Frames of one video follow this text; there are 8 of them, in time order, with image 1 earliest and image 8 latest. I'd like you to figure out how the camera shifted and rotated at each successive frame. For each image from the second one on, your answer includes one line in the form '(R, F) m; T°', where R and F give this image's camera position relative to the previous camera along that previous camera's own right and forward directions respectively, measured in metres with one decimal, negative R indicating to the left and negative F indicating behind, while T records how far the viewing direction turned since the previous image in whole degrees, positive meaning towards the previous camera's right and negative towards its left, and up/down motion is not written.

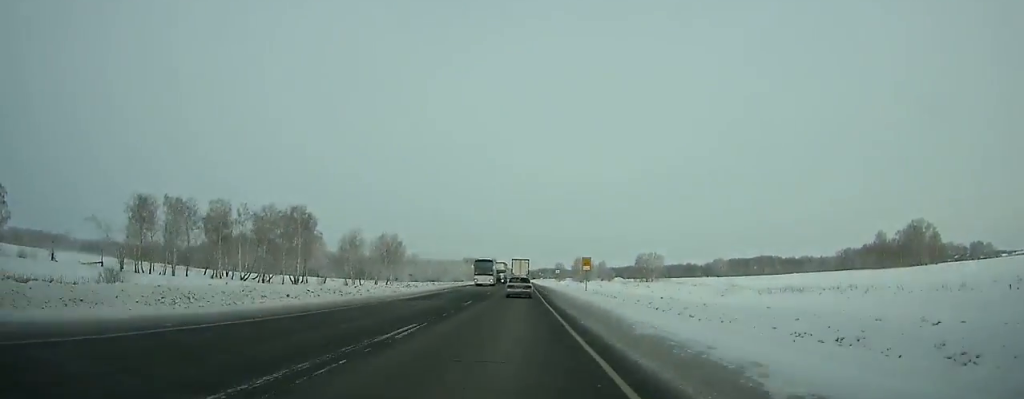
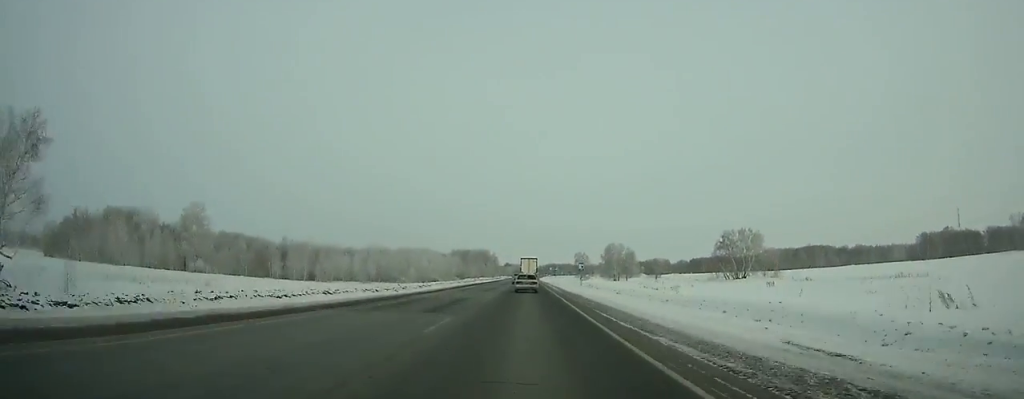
(-0.5, +110.8) m; 0°
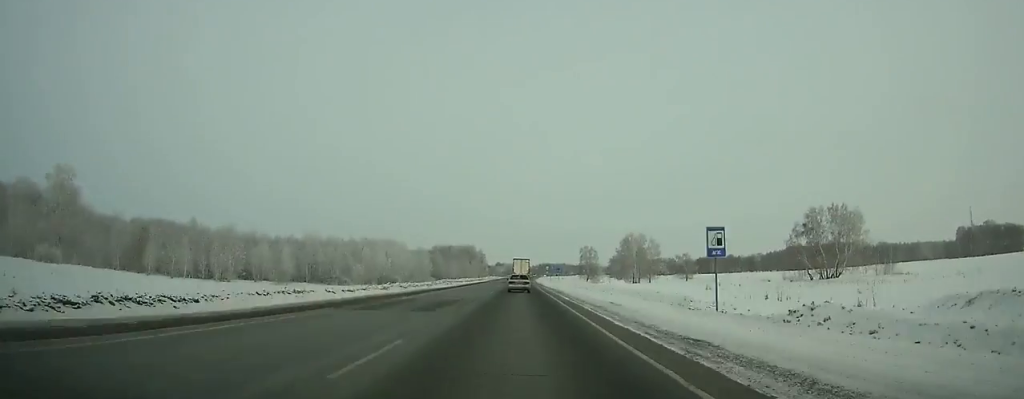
(+0.2, +53.9) m; 0°
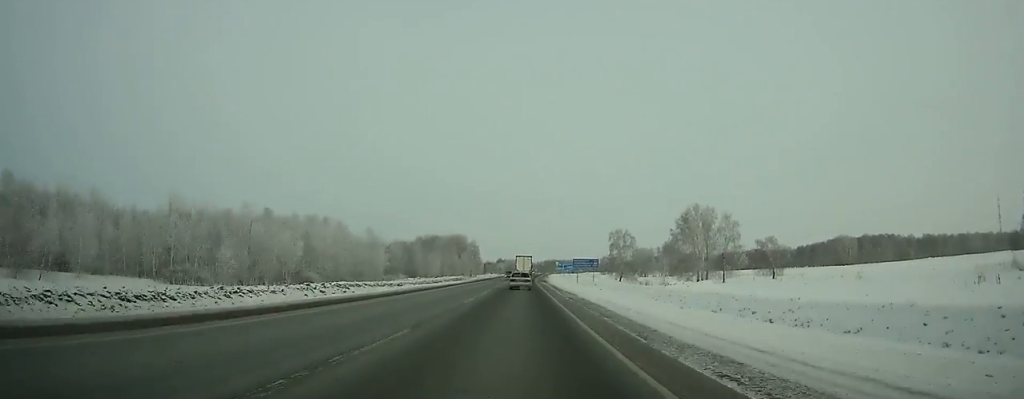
(0.0, +63.0) m; 0°
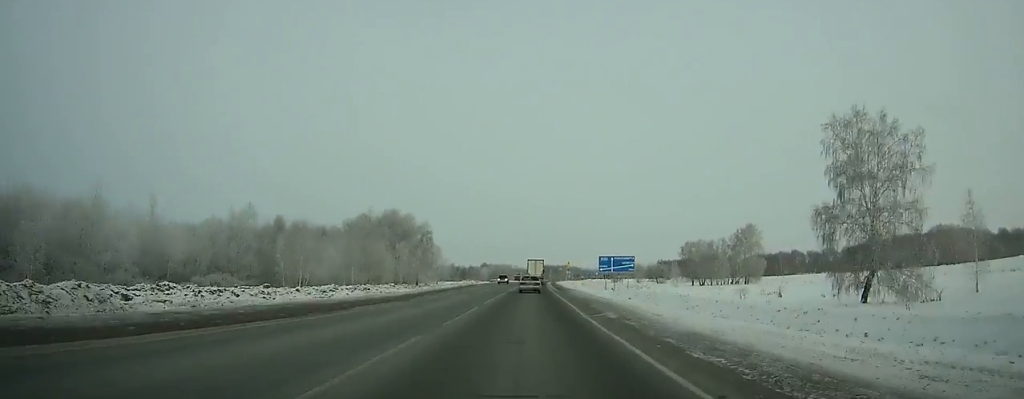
(+0.6, +102.7) m; +1°
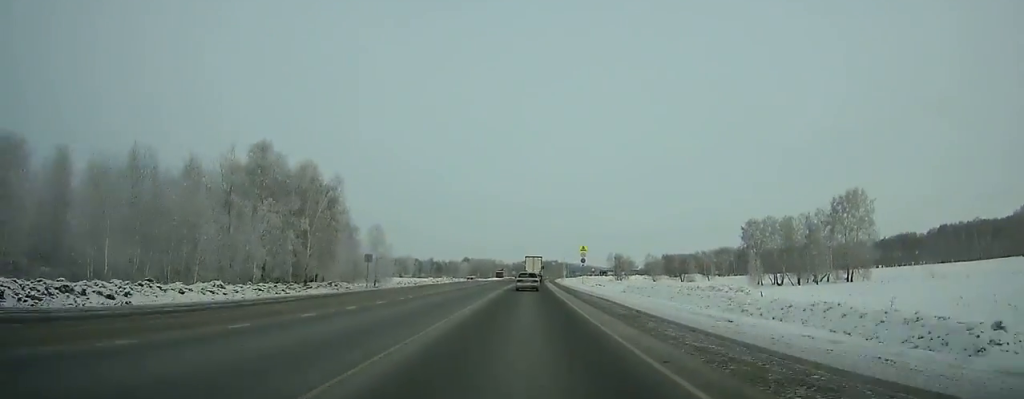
(+0.7, +61.4) m; +1°
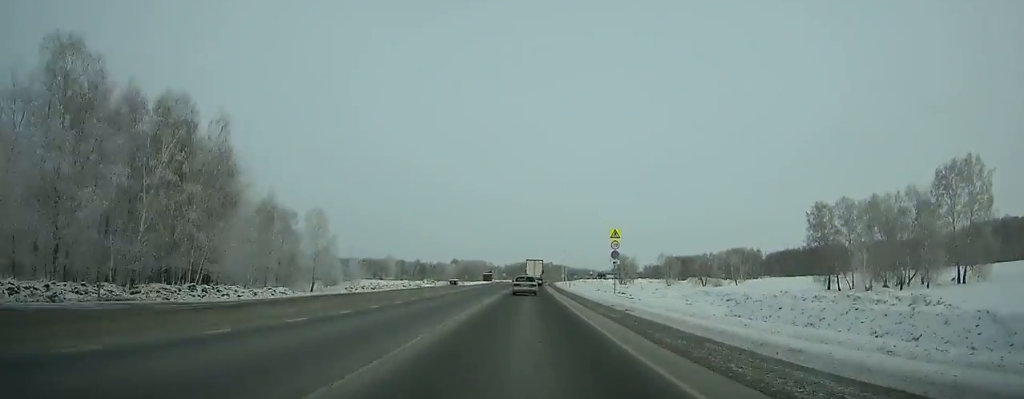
(+0.4, +32.9) m; +1°
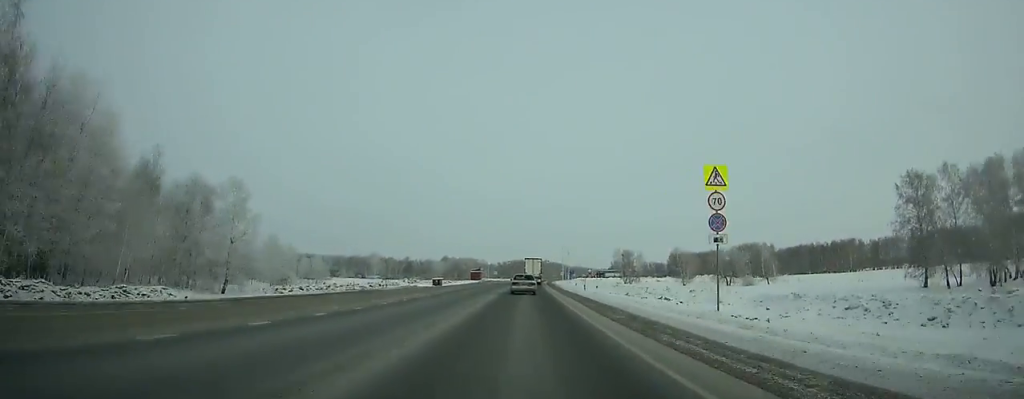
(0.0, +26.3) m; +1°
